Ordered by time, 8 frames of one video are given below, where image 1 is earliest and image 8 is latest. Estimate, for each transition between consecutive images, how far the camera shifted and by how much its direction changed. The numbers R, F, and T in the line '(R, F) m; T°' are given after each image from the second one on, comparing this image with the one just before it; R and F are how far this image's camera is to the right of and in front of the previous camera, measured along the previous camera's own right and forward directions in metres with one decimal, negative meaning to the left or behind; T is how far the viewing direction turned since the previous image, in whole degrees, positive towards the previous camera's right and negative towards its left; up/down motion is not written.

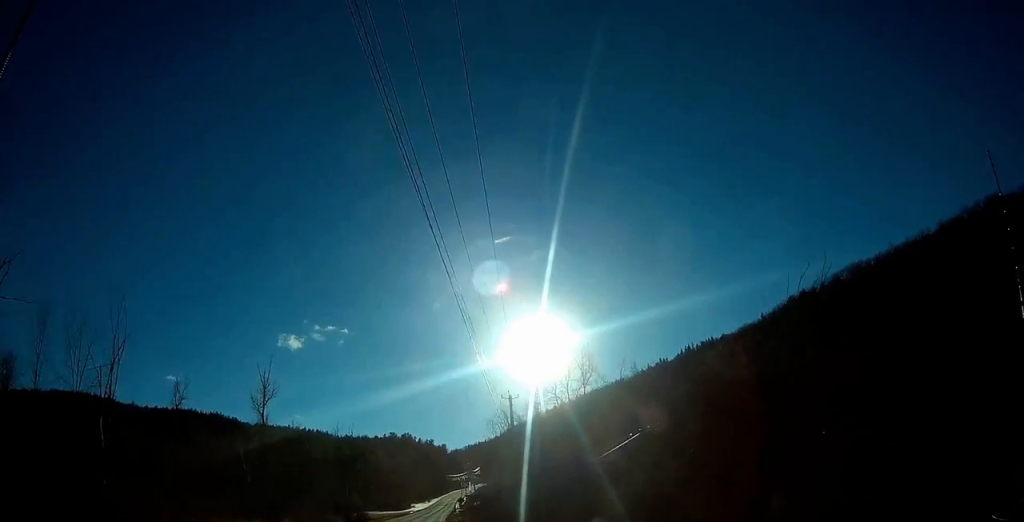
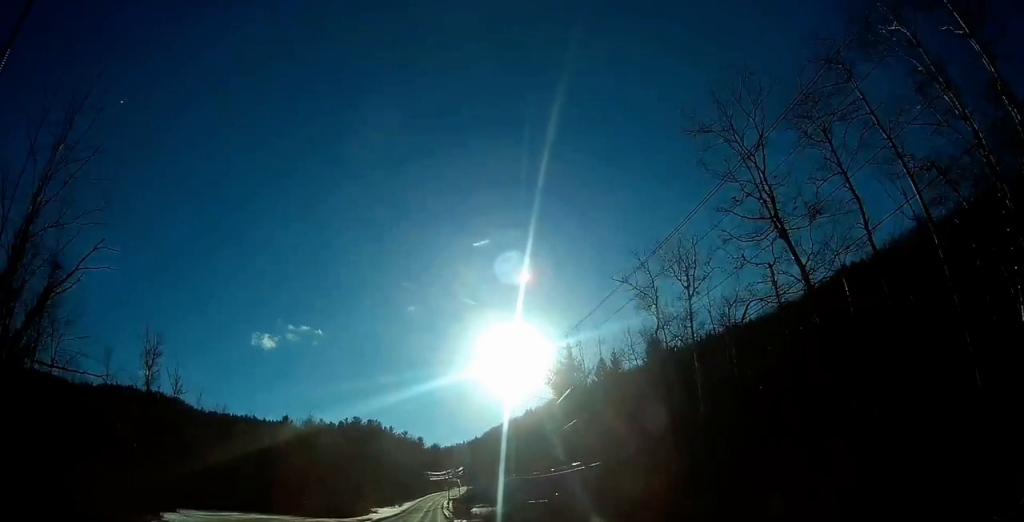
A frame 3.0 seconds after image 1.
(+3.0, +76.4) m; +4°
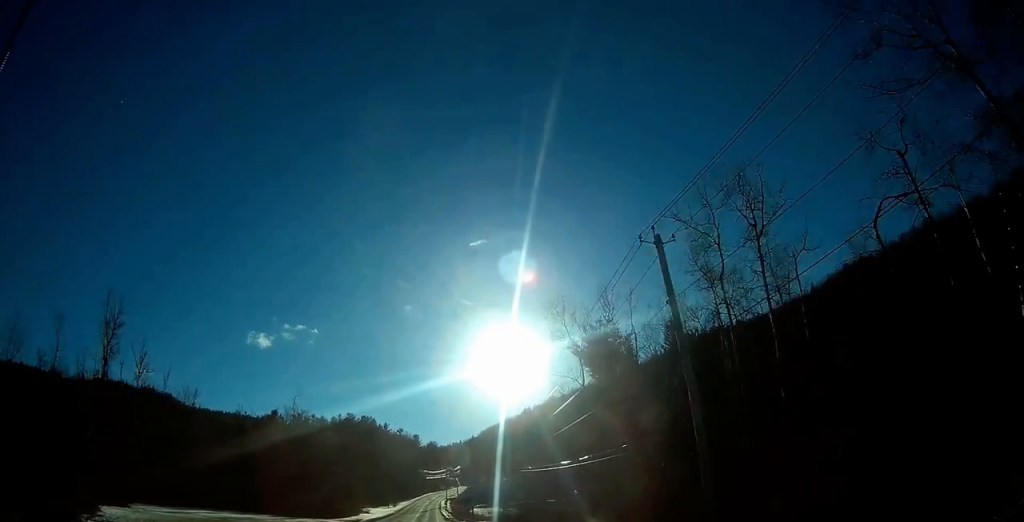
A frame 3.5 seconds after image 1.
(+0.2, +11.1) m; +1°
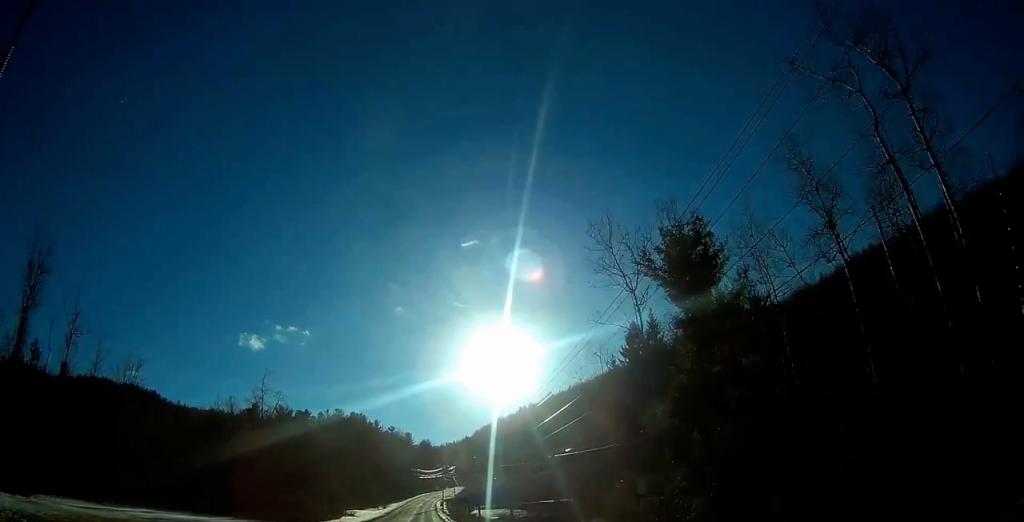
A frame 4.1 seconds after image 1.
(+0.1, +16.1) m; +1°
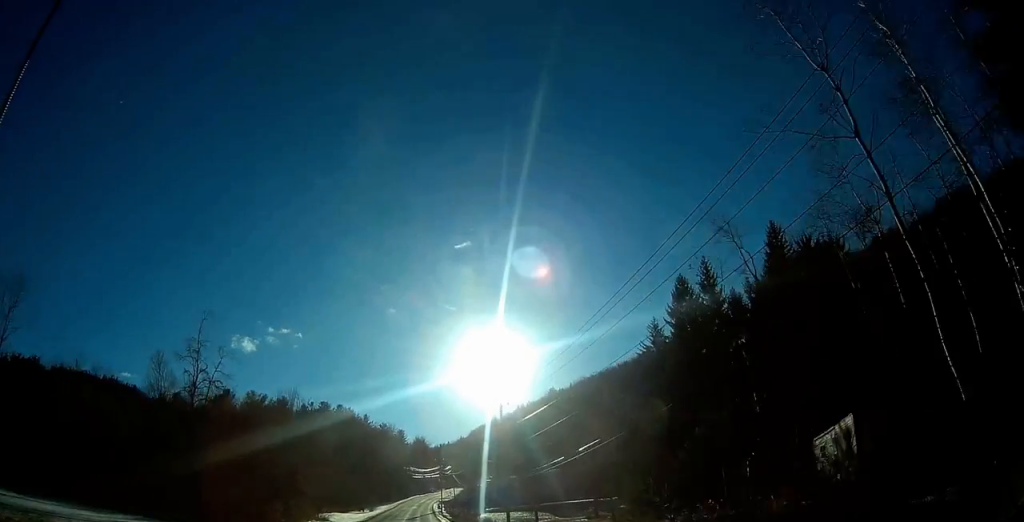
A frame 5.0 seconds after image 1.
(+0.1, +23.6) m; +1°
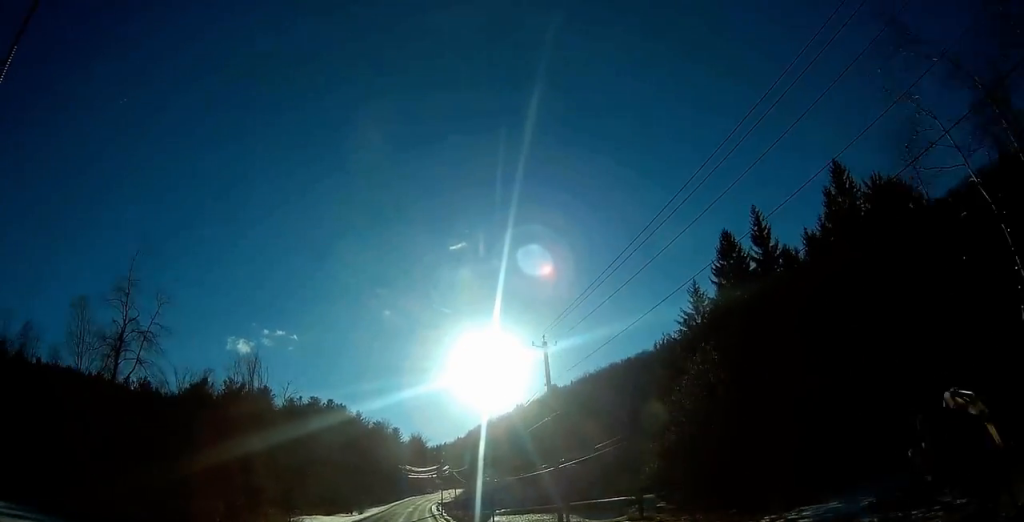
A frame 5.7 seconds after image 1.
(+0.1, +16.0) m; 0°
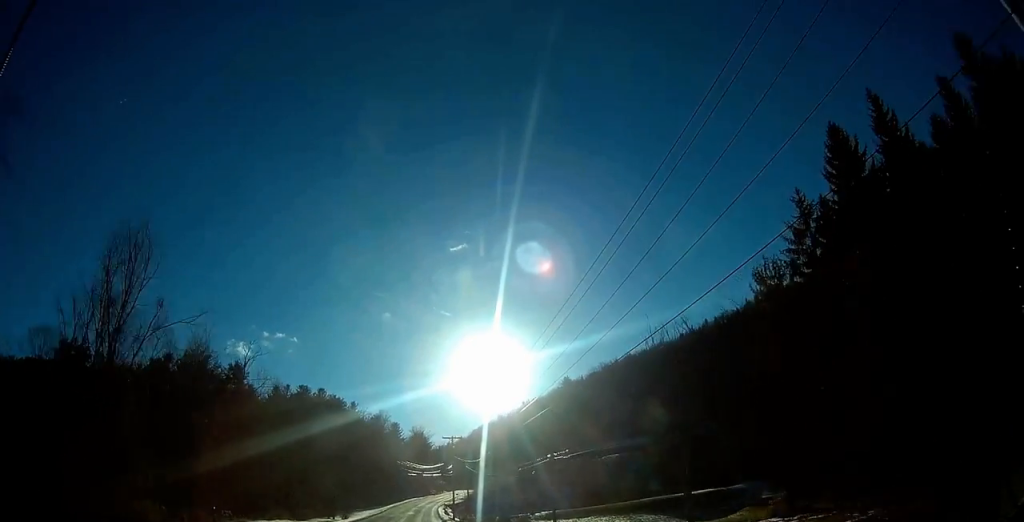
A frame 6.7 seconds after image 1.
(+0.1, +24.9) m; 0°
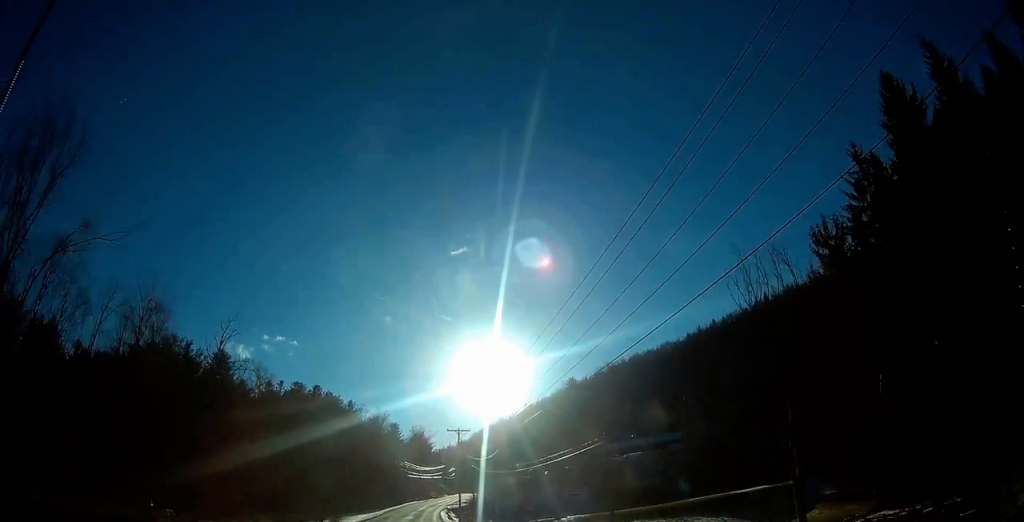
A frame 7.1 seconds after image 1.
(0.0, +9.9) m; 0°
